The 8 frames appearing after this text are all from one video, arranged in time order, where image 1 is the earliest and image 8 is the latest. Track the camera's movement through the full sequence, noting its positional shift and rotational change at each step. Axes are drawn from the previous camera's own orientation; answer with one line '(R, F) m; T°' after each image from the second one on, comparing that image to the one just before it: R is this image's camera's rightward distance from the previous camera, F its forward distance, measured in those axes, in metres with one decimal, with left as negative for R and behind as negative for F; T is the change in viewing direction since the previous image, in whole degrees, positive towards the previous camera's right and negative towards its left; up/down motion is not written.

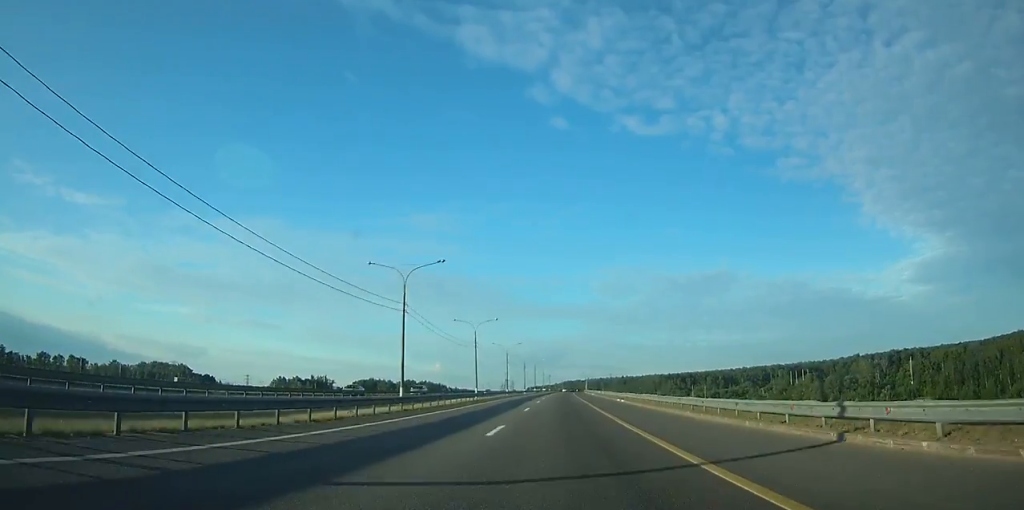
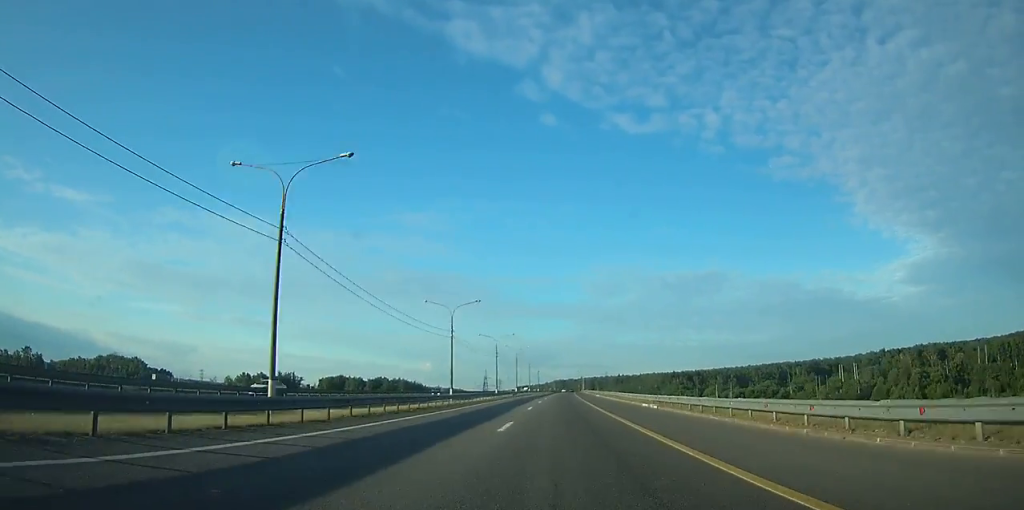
(+0.4, +63.2) m; +1°
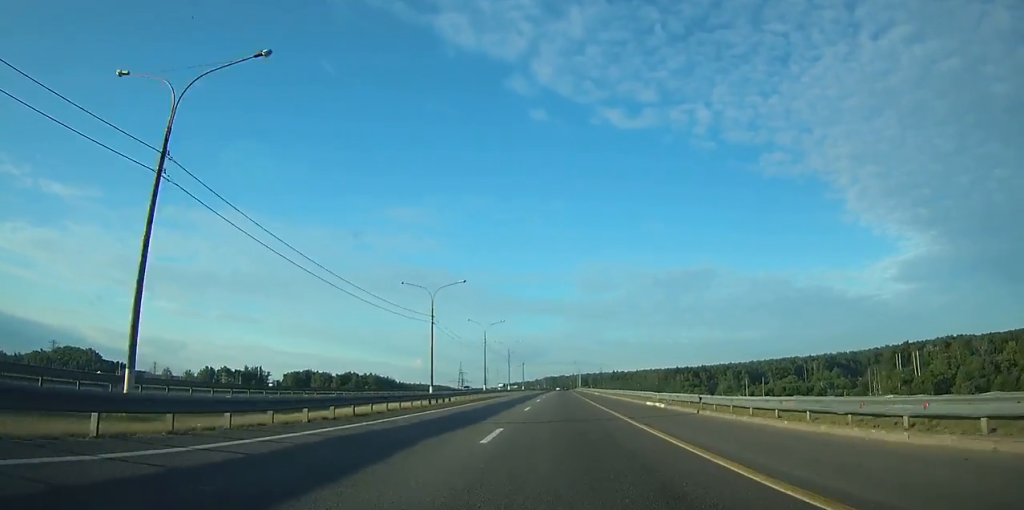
(+0.1, +53.7) m; +1°
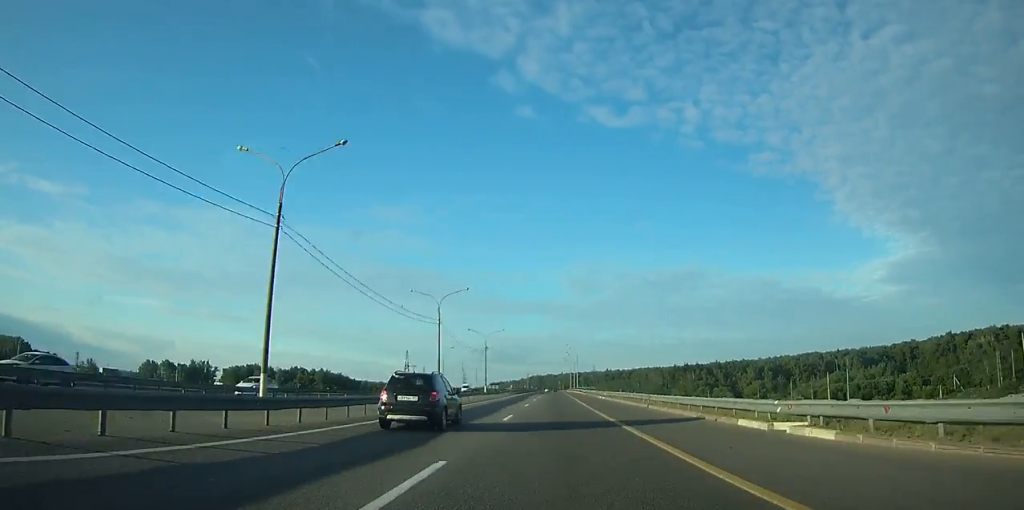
(+0.9, +76.7) m; +1°
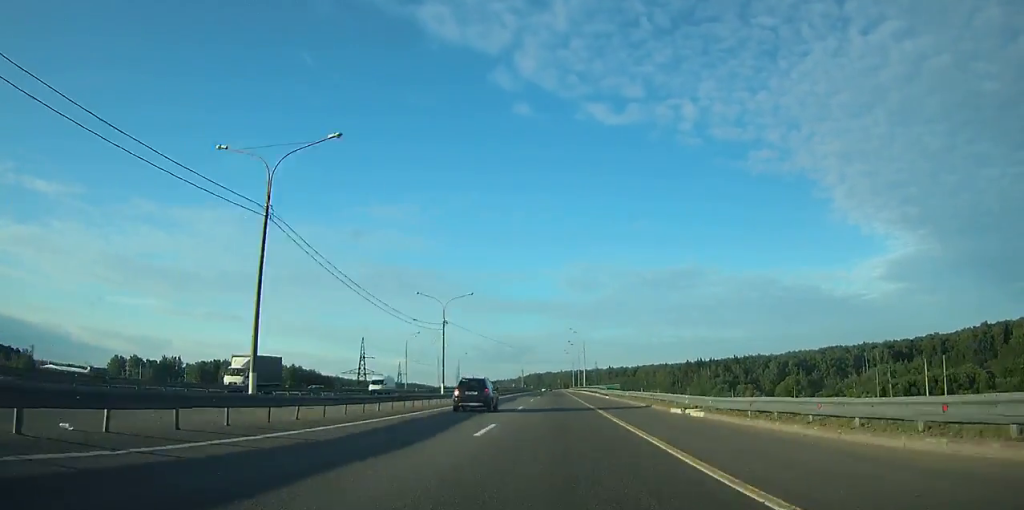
(+0.2, +40.8) m; 0°
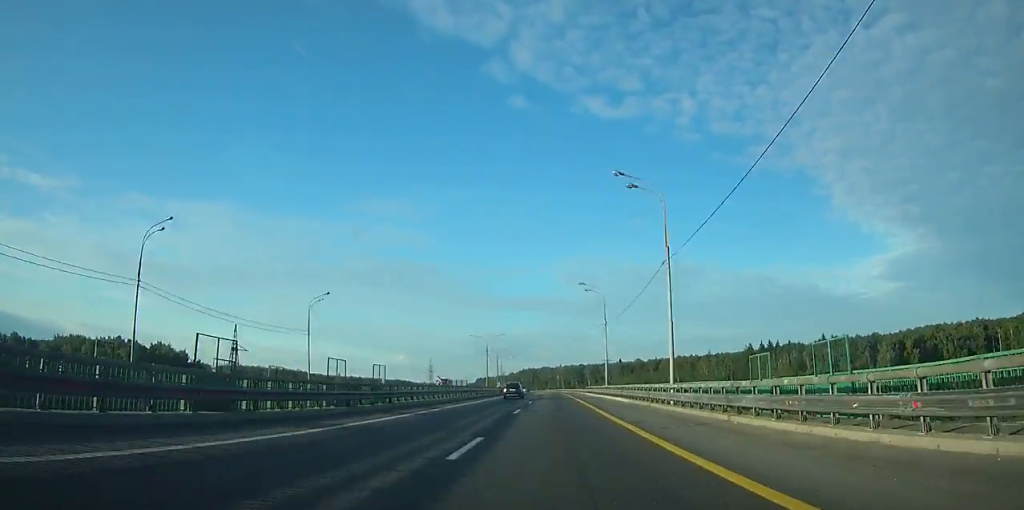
(+0.5, +117.1) m; 0°
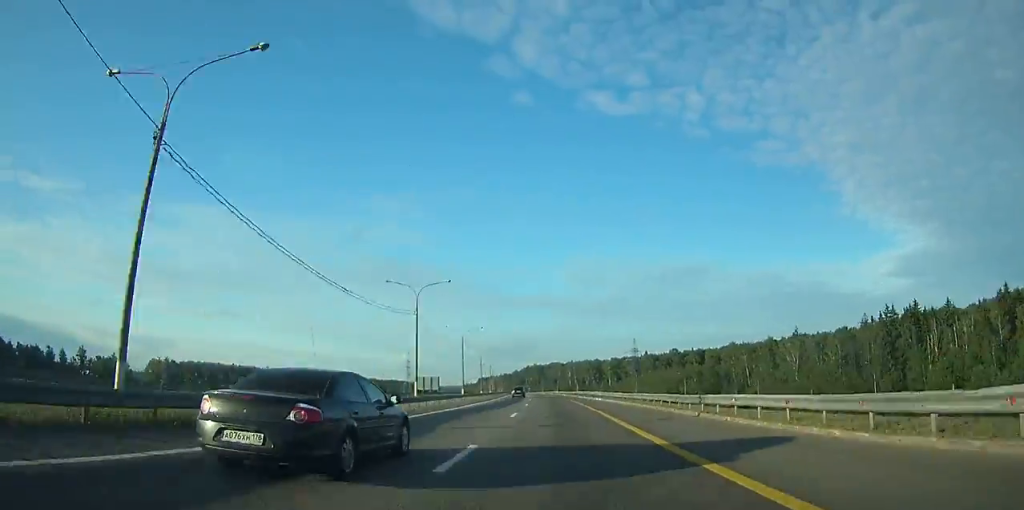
(-0.3, +97.0) m; -1°
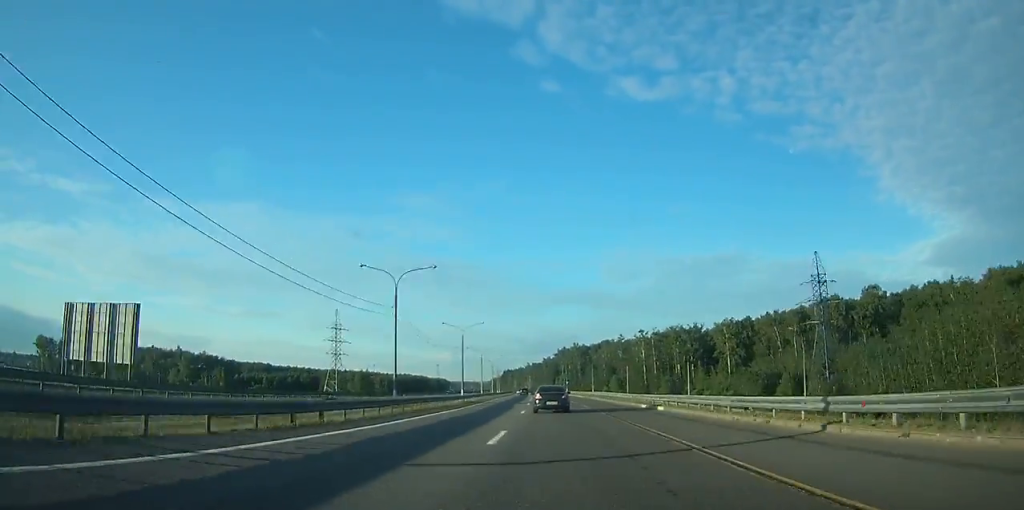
(-5.8, +170.4) m; -4°
